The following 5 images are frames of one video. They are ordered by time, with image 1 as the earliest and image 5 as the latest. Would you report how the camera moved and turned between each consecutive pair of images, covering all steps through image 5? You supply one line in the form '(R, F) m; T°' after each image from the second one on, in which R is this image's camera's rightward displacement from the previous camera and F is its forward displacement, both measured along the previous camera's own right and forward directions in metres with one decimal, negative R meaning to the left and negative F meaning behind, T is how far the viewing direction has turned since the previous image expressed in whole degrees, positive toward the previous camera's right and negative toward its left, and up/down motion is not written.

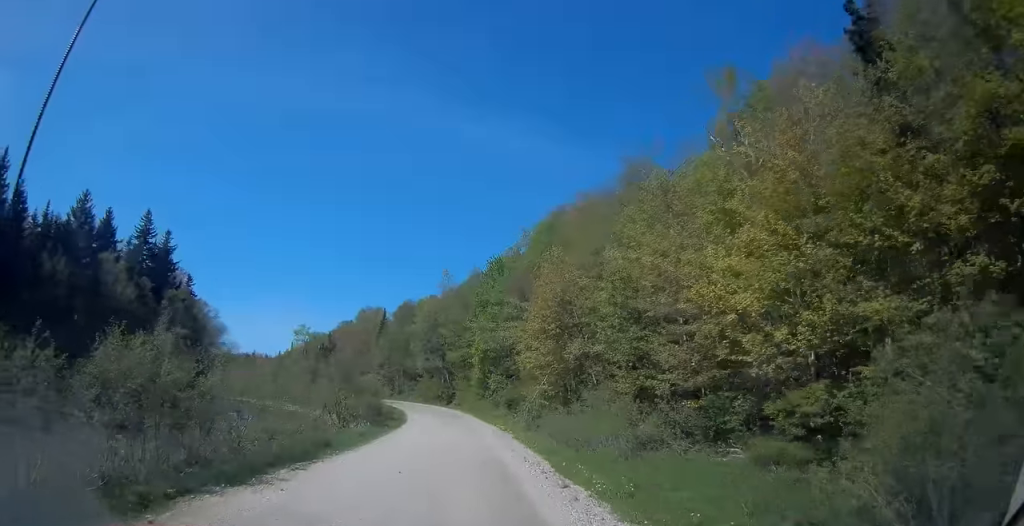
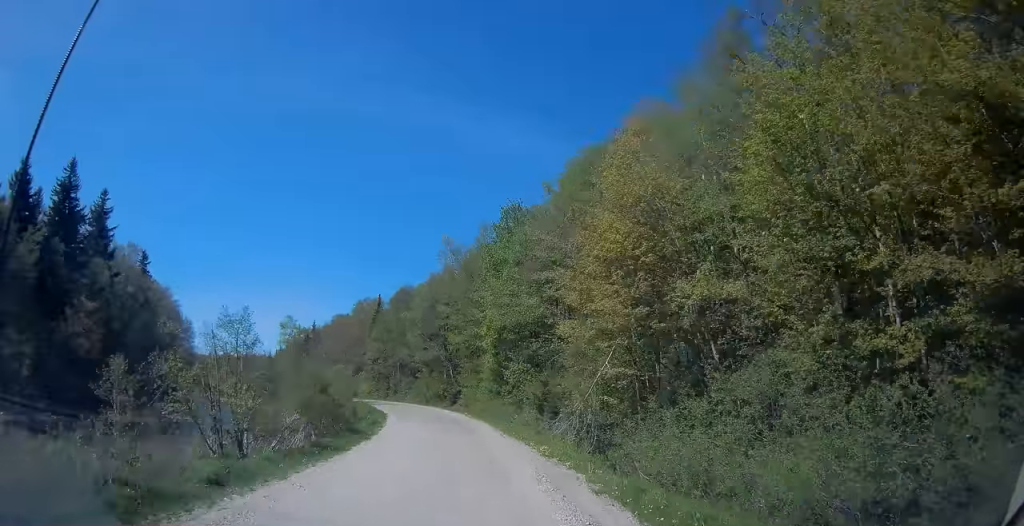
(-0.7, +18.5) m; -2°
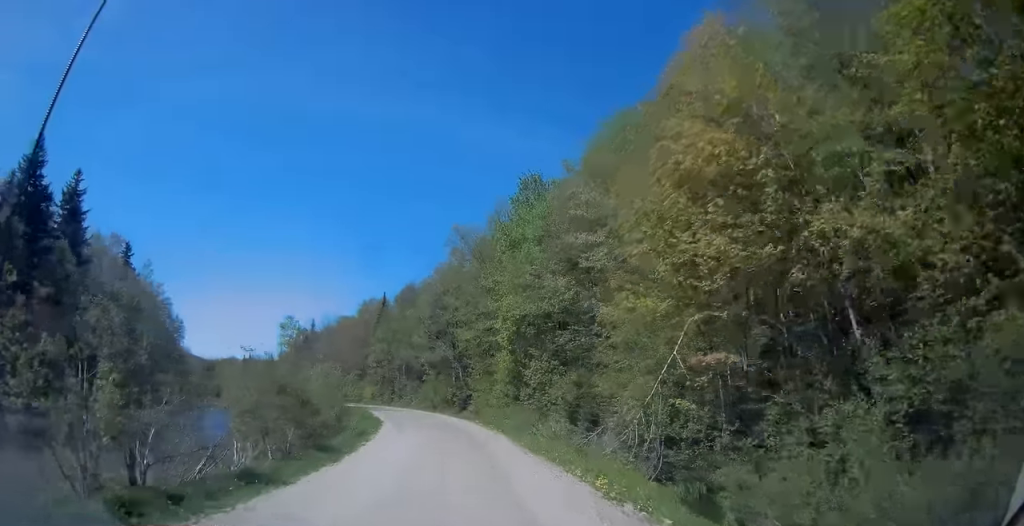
(+0.1, +7.8) m; -1°
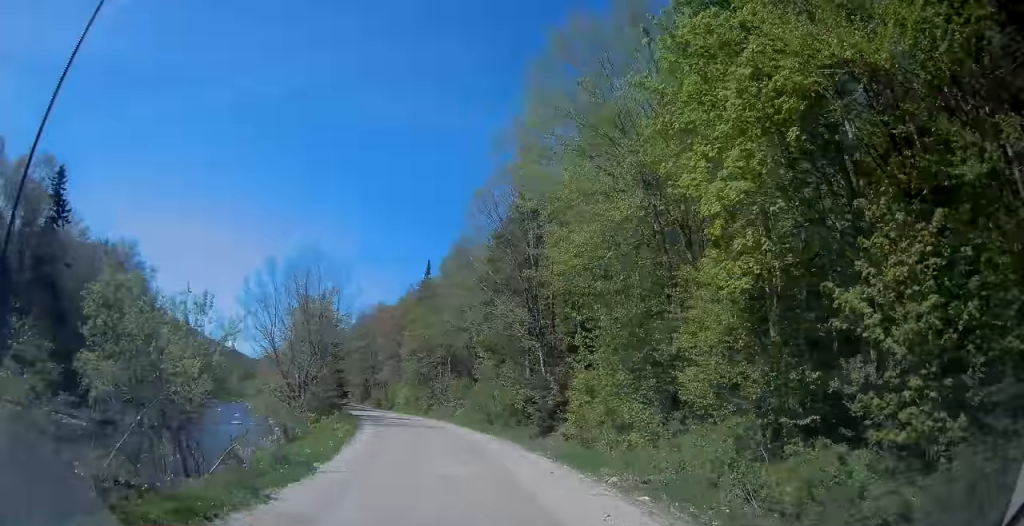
(-2.0, +28.6) m; -6°
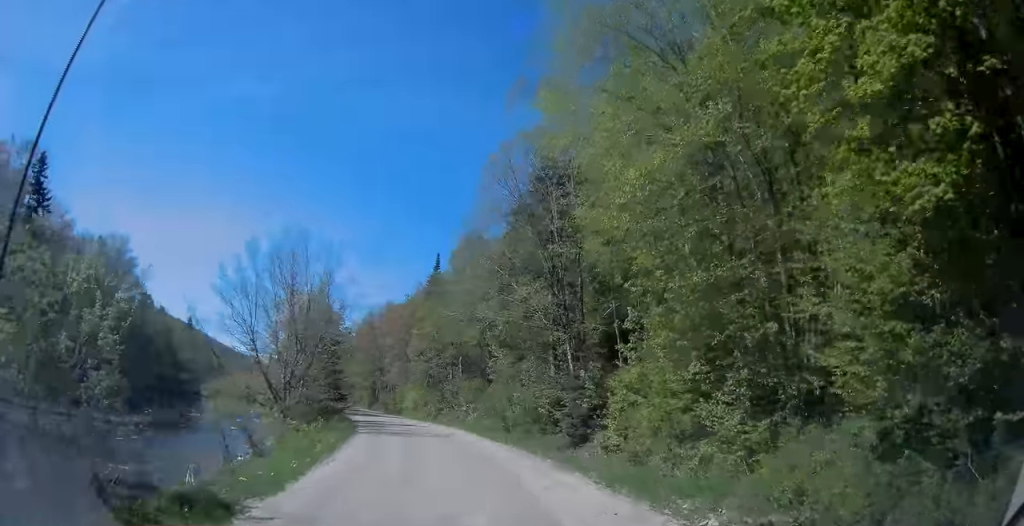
(0.0, +5.3) m; -1°
